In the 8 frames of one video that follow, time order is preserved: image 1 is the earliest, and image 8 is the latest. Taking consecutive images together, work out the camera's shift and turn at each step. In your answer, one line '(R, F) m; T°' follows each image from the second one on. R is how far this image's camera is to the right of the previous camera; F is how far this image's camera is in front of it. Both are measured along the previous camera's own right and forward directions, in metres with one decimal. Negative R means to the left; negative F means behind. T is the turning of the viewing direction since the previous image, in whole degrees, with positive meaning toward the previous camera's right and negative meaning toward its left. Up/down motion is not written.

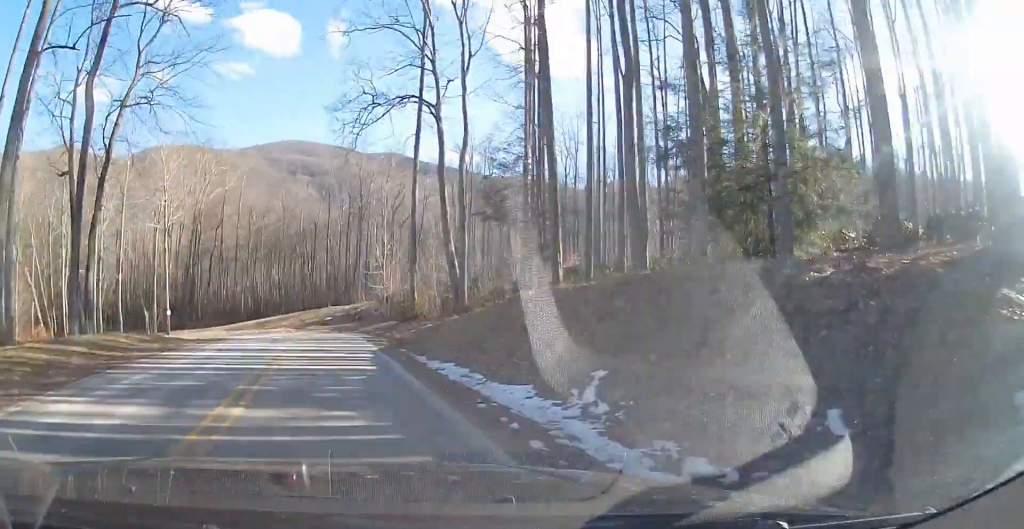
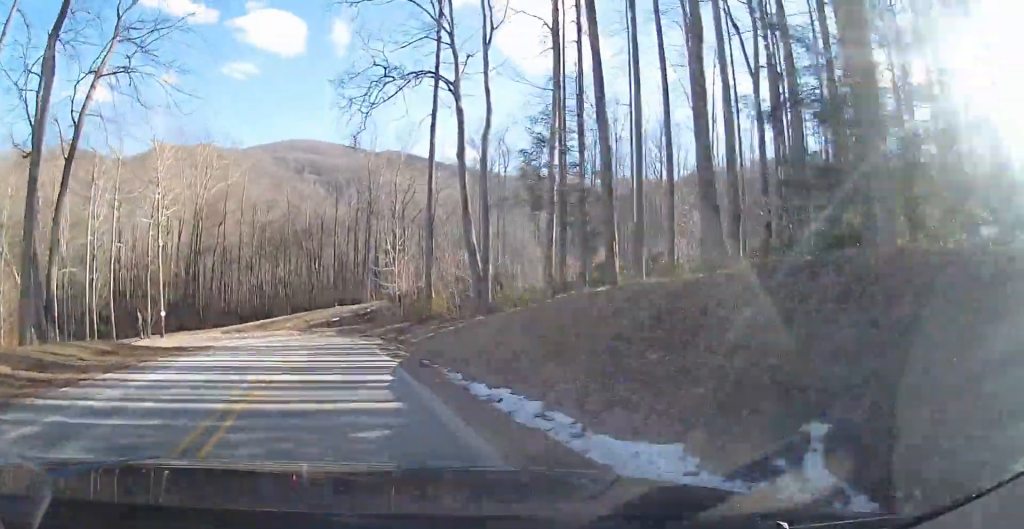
(0.0, +4.0) m; 0°
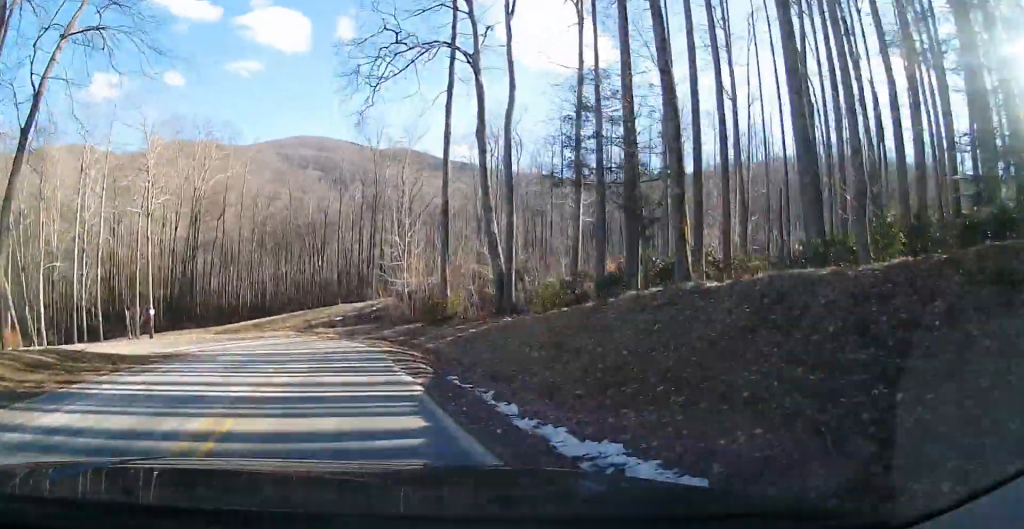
(-0.1, +3.8) m; 0°
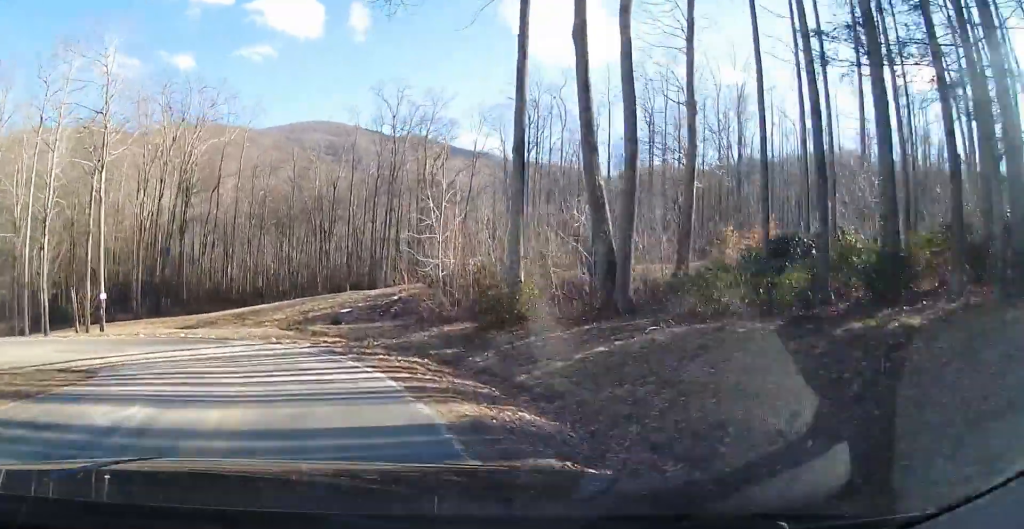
(0.0, +11.2) m; -2°
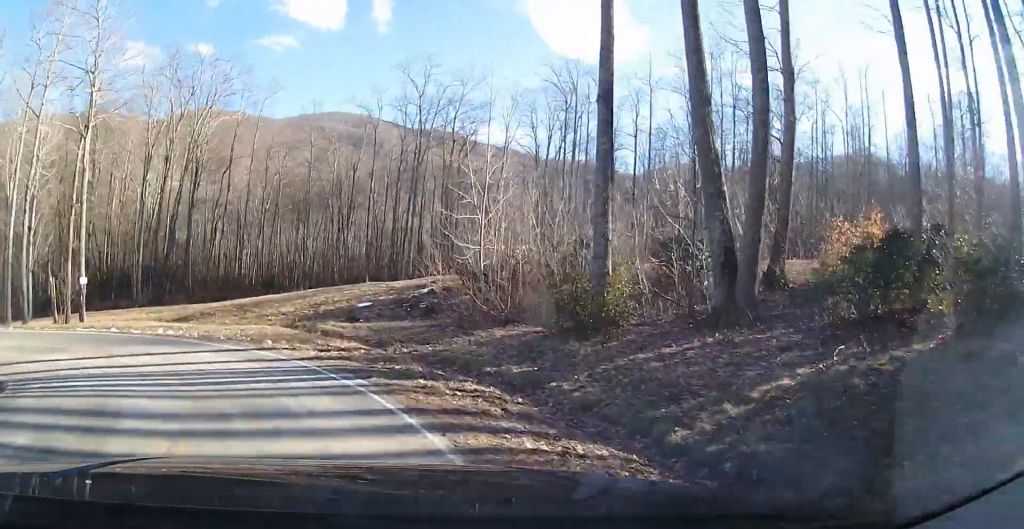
(-0.1, +5.3) m; -4°
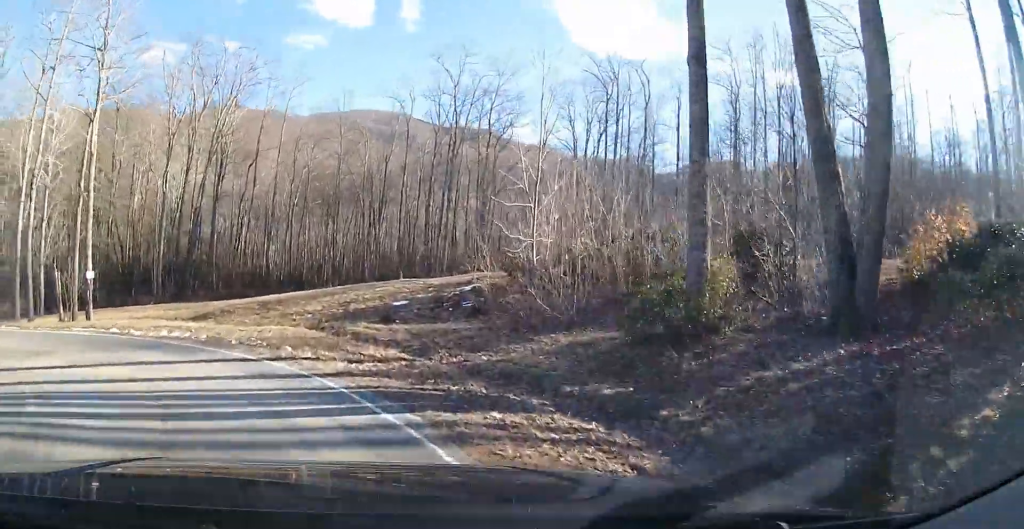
(-0.1, +2.9) m; -3°
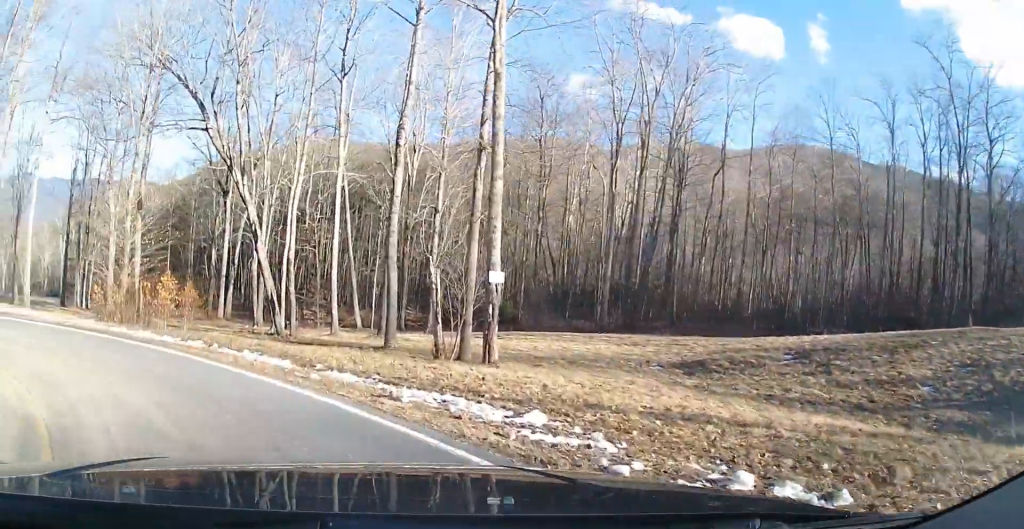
(-3.0, +13.6) m; -27°
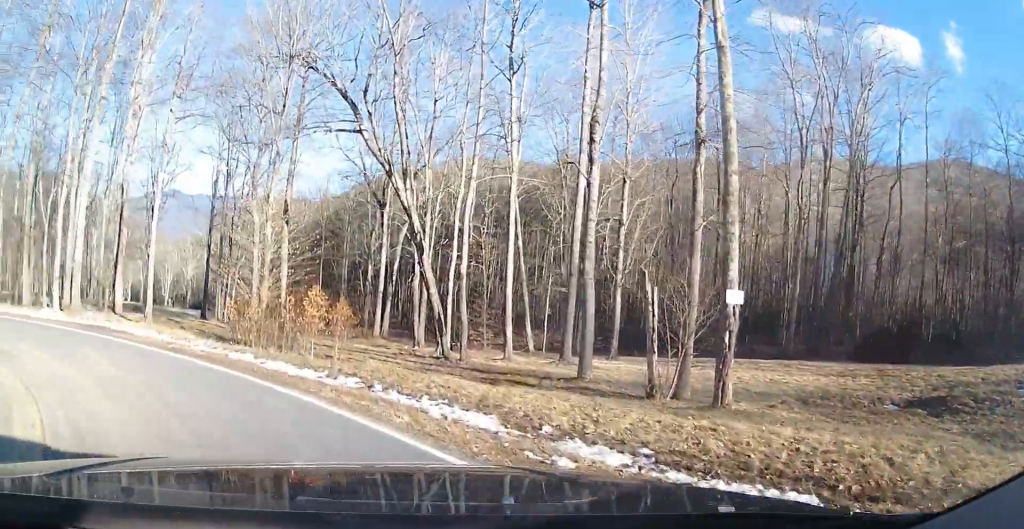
(-0.2, +3.5) m; -12°
